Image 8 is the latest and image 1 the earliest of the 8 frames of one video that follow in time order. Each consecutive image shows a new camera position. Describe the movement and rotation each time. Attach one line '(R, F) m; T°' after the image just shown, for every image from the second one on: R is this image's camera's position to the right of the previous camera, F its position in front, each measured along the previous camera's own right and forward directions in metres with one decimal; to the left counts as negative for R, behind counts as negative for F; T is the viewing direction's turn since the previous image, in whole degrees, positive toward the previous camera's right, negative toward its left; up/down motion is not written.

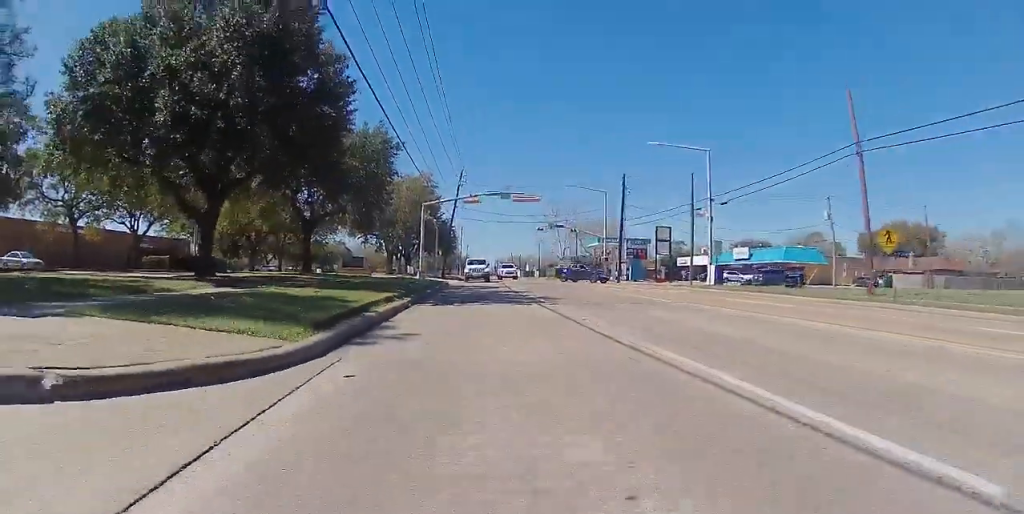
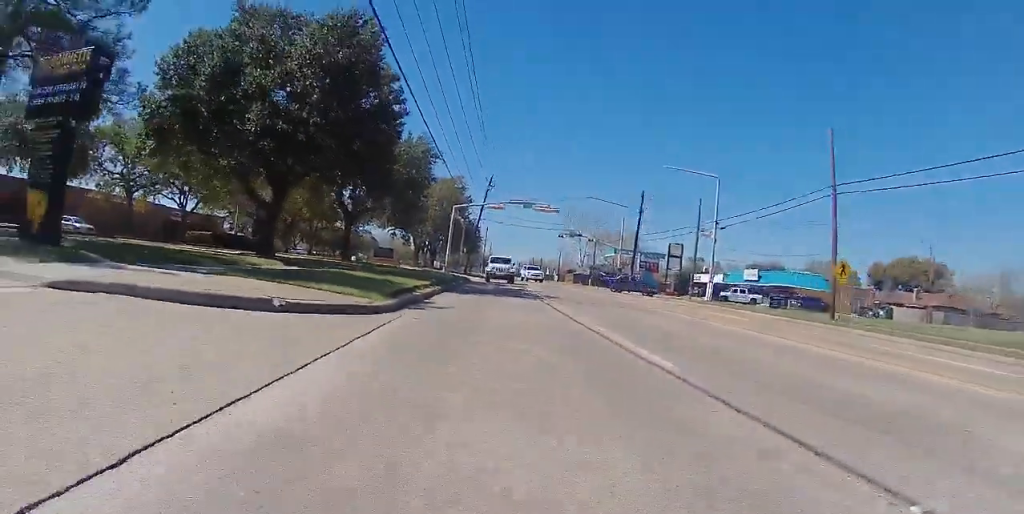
(+0.1, +3.5) m; +2°
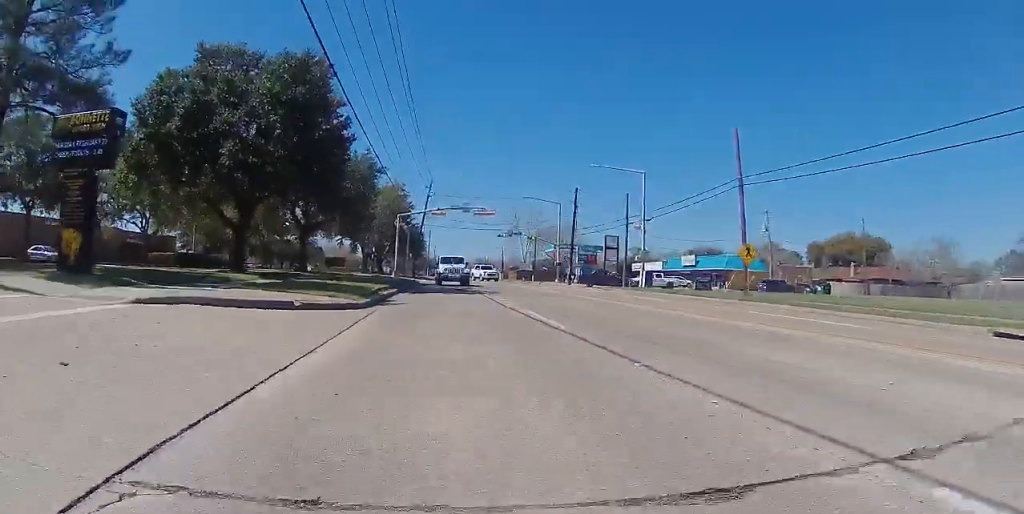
(0.0, +2.9) m; 0°
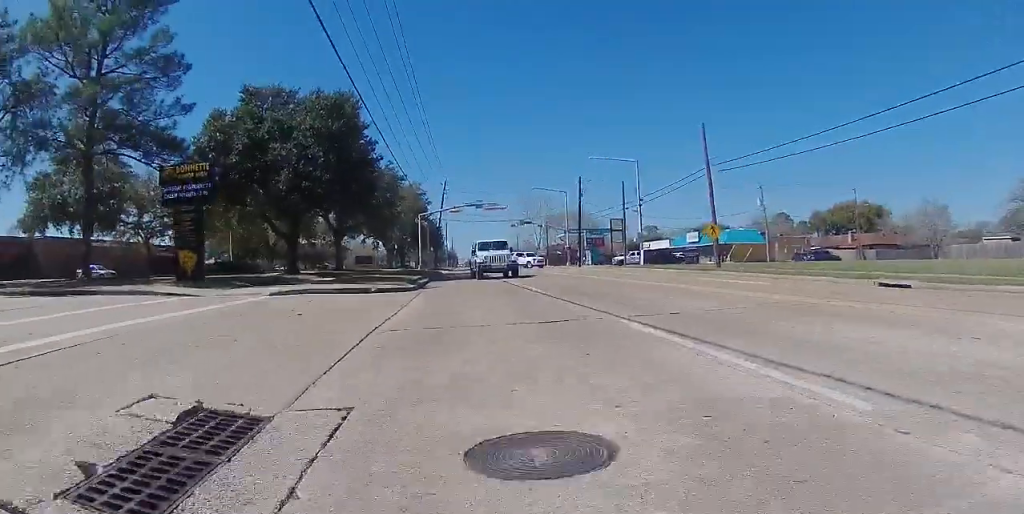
(0.0, +4.7) m; 0°
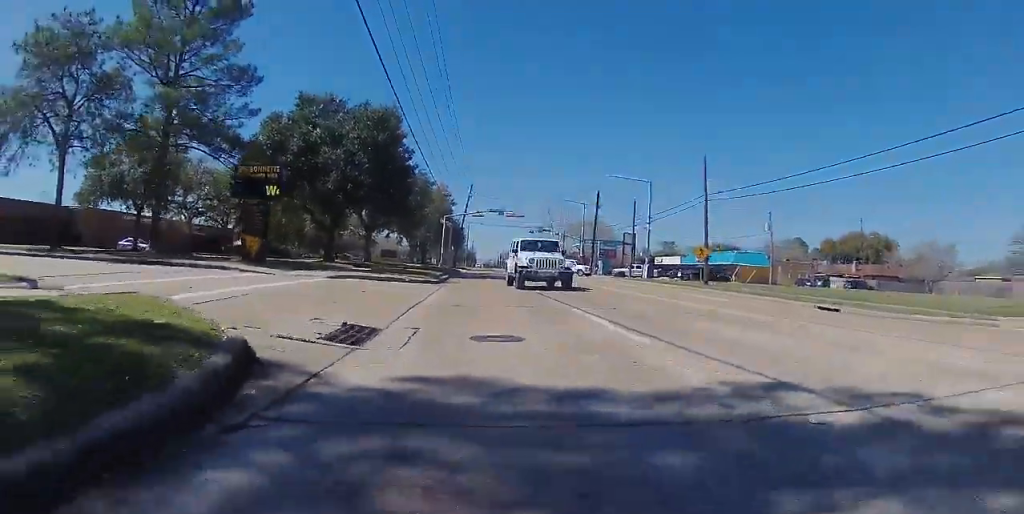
(0.0, +3.6) m; 0°
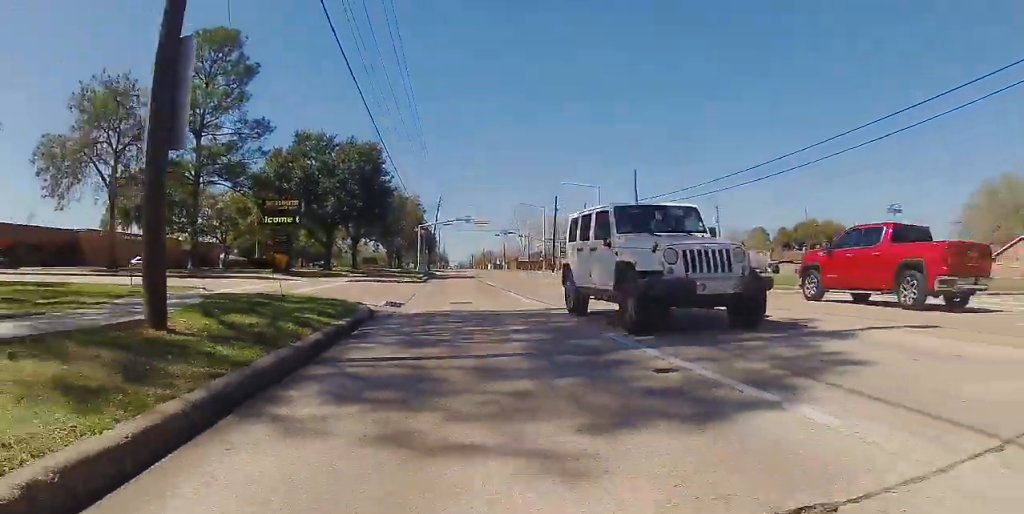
(0.0, +6.7) m; 0°
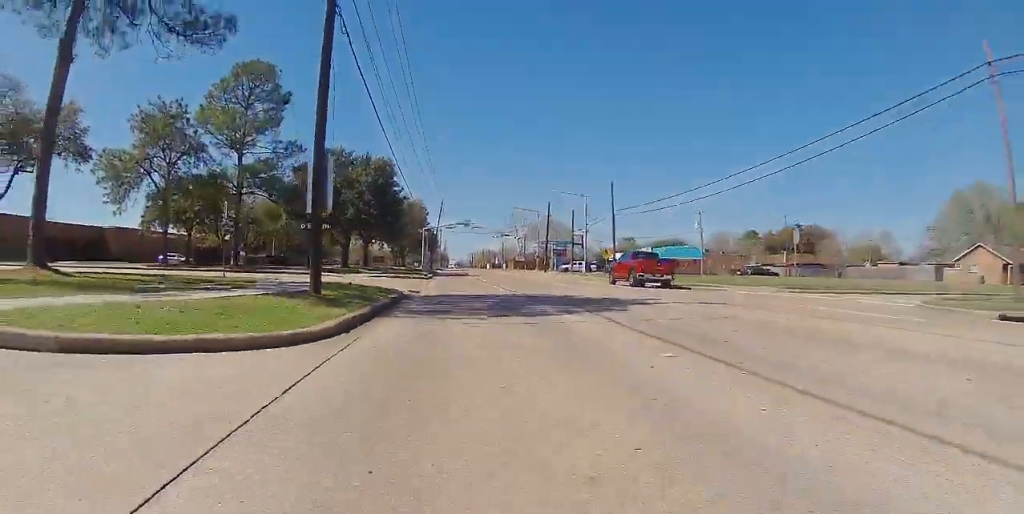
(0.0, +6.4) m; 0°
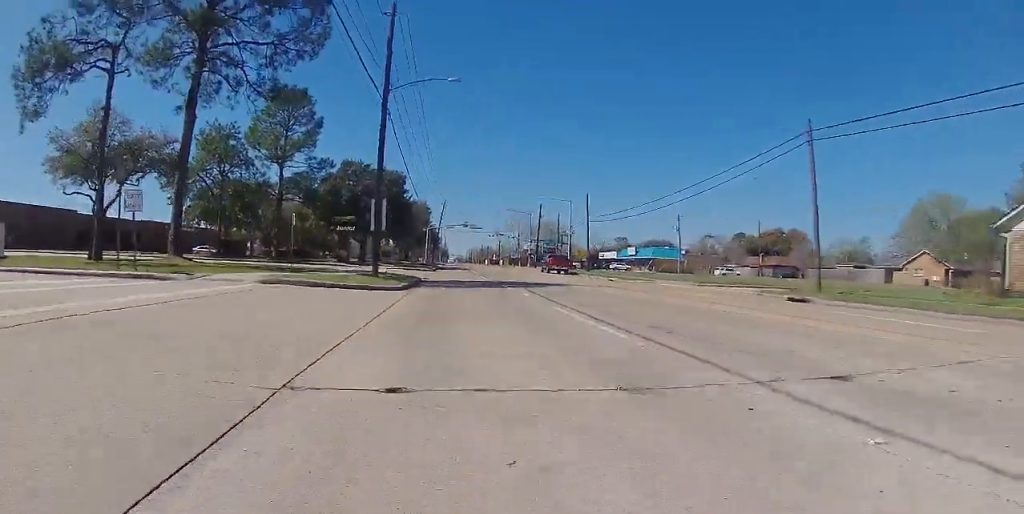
(0.0, +9.4) m; 0°
